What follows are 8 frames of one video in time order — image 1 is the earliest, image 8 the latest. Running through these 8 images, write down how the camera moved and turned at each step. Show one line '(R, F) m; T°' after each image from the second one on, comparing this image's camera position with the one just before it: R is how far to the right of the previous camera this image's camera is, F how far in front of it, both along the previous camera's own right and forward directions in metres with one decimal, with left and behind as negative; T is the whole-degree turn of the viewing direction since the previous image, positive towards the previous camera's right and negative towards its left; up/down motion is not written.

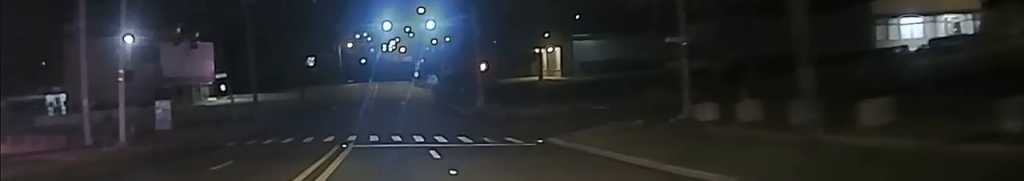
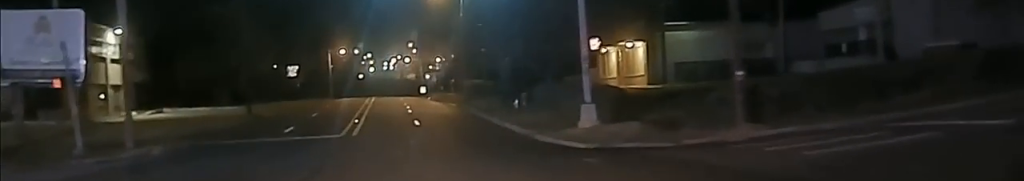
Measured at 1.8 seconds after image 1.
(+0.3, +30.7) m; -1°
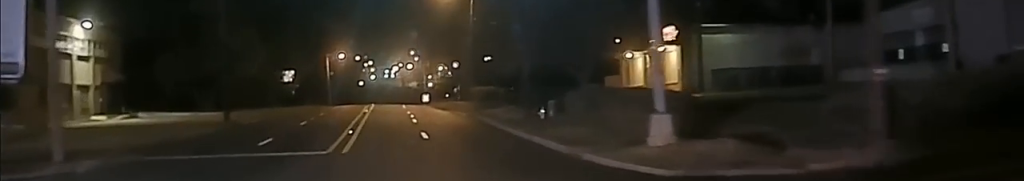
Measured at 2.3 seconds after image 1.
(-0.4, +7.1) m; -1°
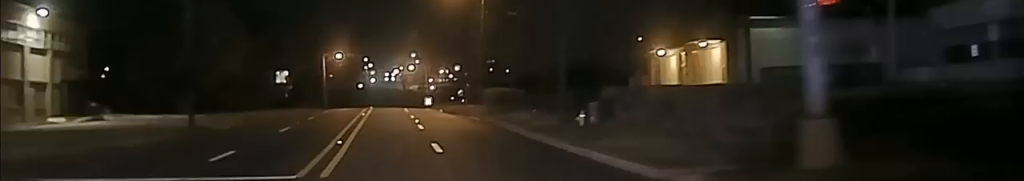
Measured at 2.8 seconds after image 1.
(-0.1, +7.7) m; 0°
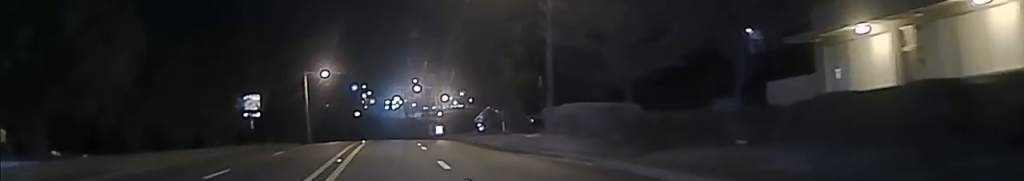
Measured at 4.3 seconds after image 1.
(+0.7, +24.3) m; 0°
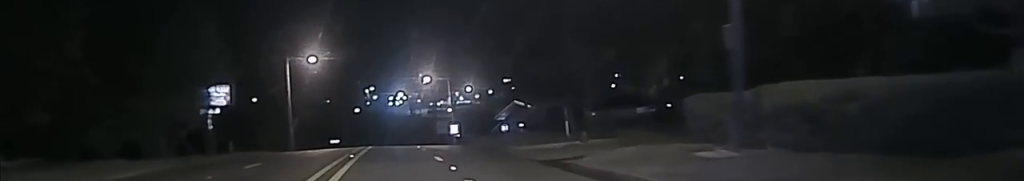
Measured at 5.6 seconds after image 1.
(-0.4, +17.4) m; 0°
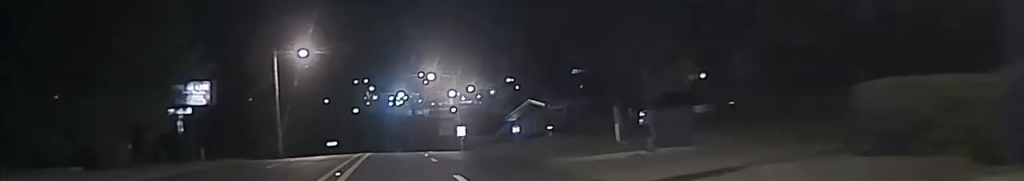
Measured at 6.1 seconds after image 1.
(+0.3, +7.0) m; +2°
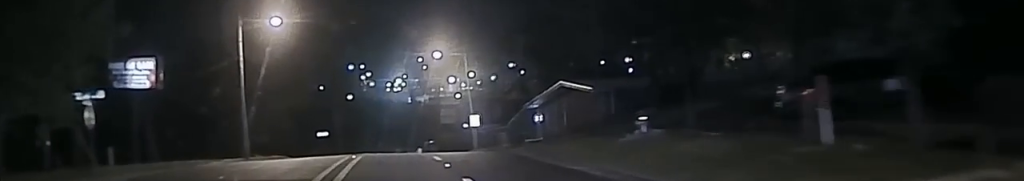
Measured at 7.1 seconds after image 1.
(+0.4, +14.9) m; +1°
